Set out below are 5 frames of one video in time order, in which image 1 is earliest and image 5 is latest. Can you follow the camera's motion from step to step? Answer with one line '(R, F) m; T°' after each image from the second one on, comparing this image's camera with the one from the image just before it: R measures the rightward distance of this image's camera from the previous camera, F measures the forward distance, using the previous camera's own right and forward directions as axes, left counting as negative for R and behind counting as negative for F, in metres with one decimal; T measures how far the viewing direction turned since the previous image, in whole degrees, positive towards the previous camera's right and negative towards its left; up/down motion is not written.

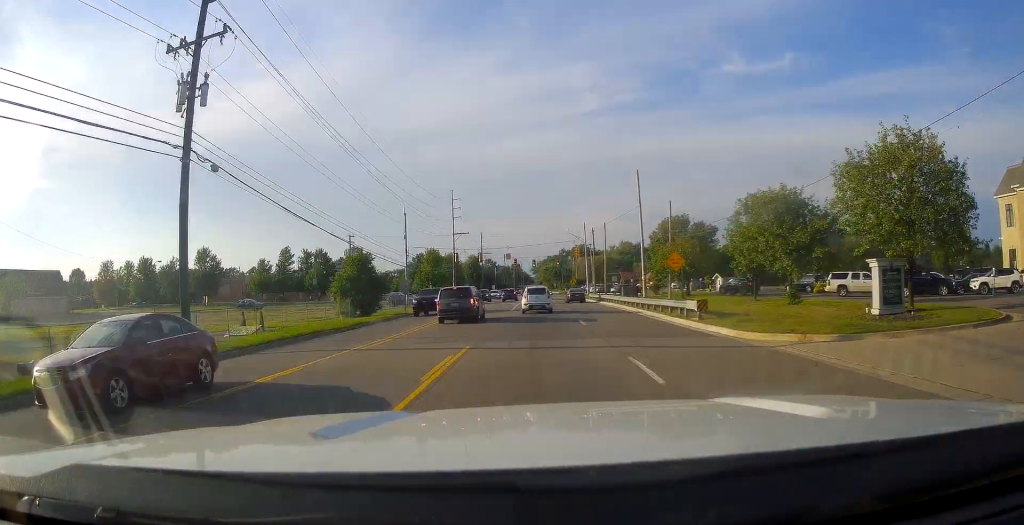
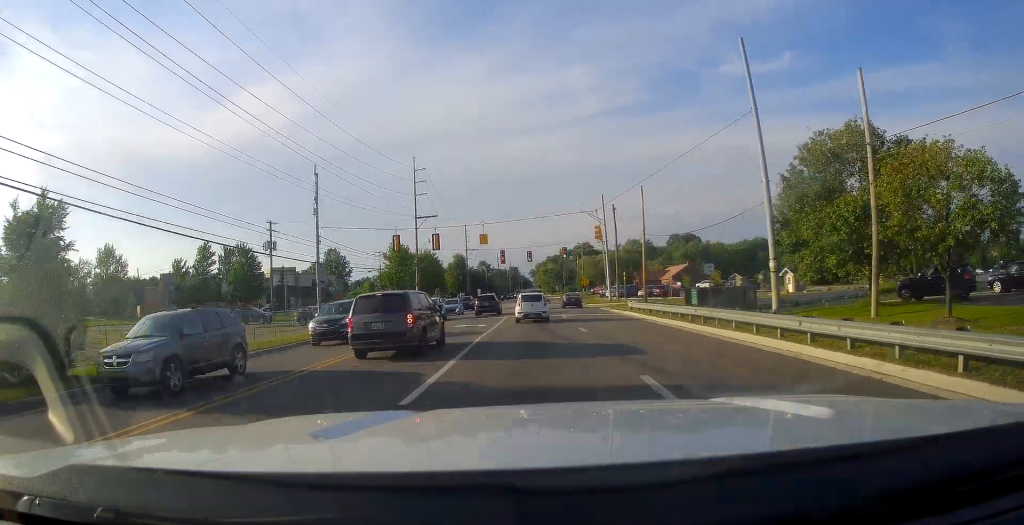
(+0.6, +32.6) m; +2°
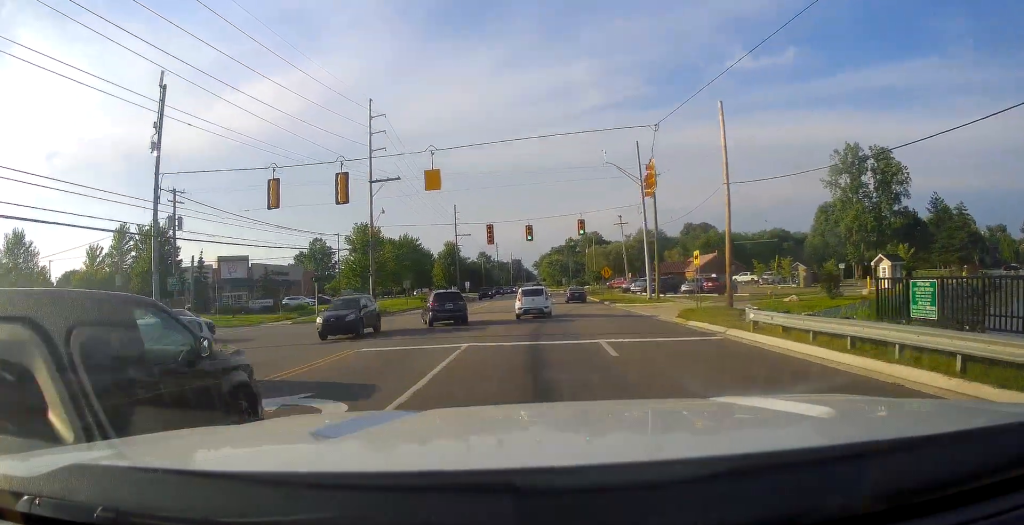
(-0.9, +22.6) m; -3°
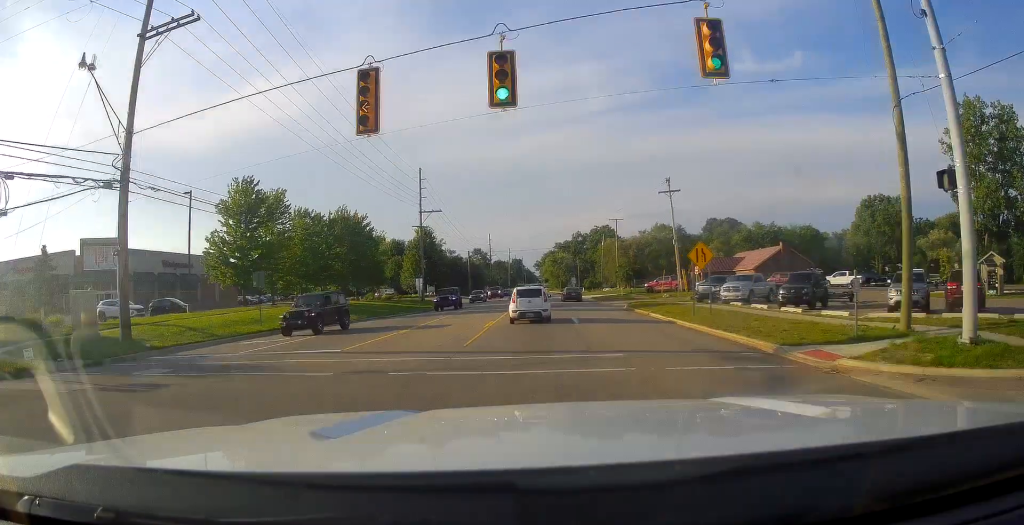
(+1.3, +35.3) m; 0°
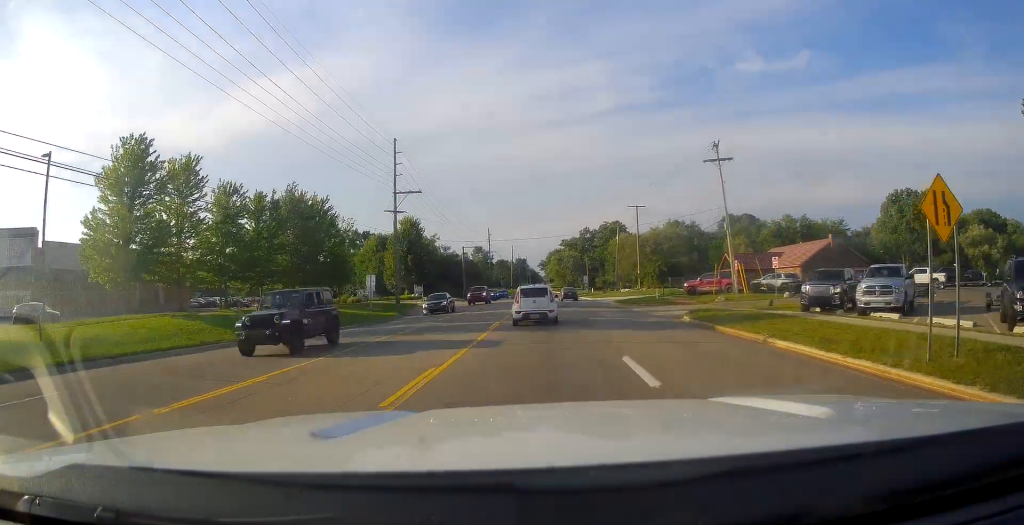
(-0.7, +16.6) m; 0°
